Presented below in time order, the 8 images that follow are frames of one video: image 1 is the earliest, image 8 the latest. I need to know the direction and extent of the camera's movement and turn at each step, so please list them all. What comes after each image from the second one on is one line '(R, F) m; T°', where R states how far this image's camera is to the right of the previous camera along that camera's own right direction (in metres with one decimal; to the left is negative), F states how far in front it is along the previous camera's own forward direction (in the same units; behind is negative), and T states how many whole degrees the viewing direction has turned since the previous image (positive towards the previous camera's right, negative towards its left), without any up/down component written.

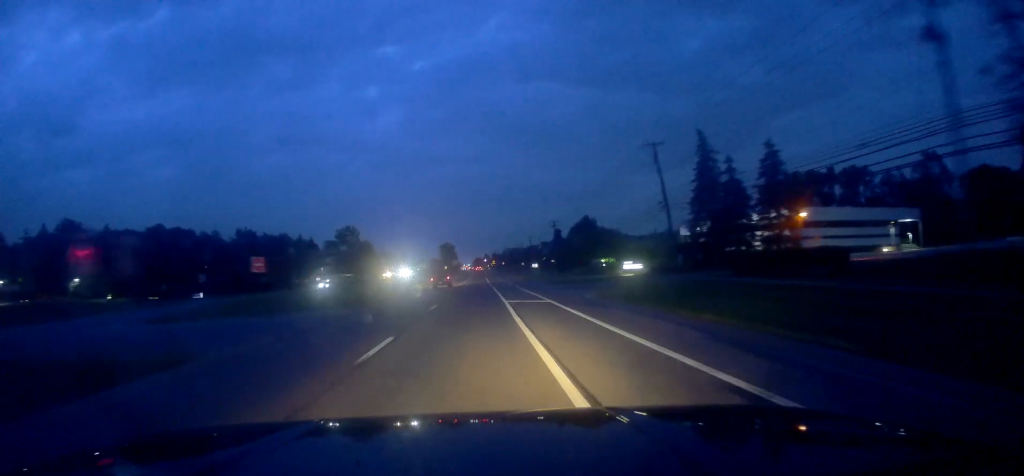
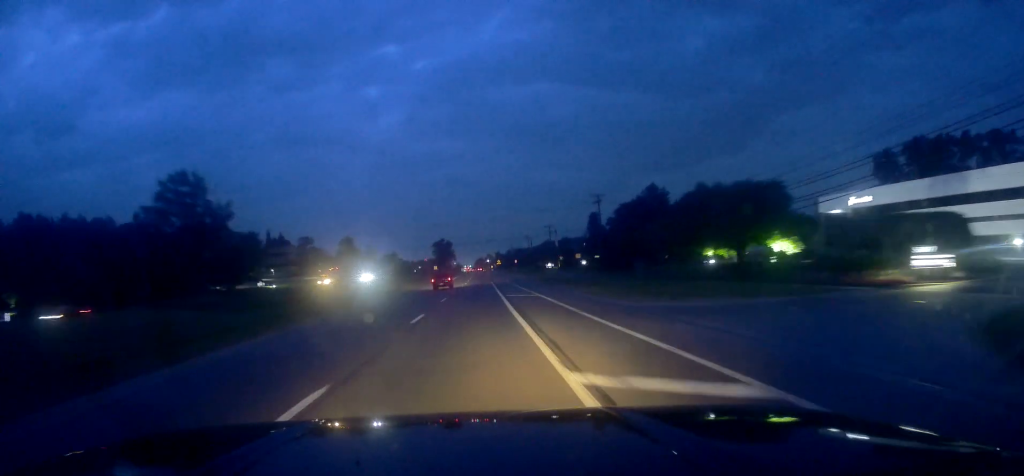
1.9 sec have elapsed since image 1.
(0.0, +53.3) m; 0°
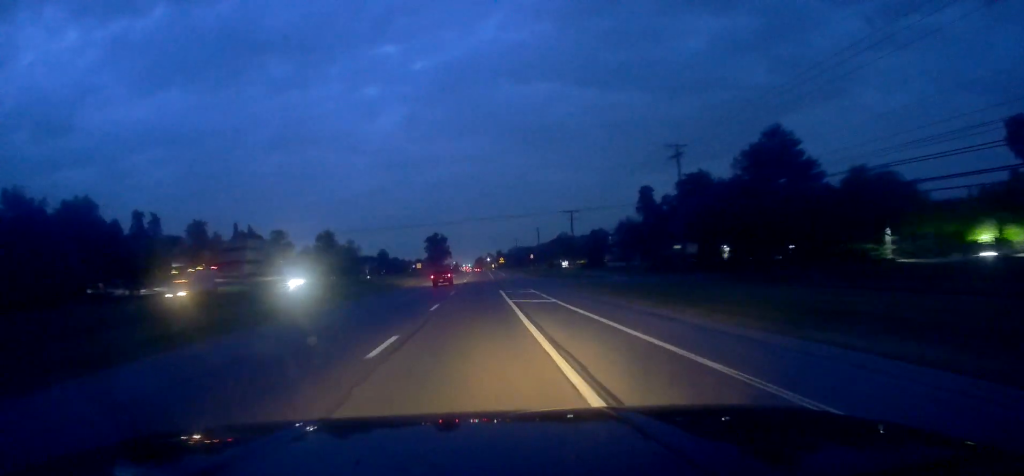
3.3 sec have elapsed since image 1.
(-0.6, +38.1) m; 0°
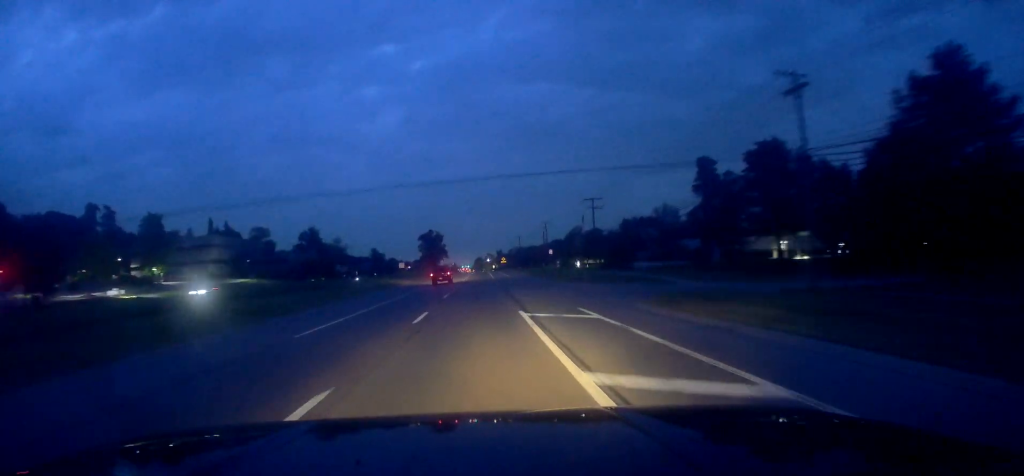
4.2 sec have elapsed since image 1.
(+0.1, +22.6) m; 0°
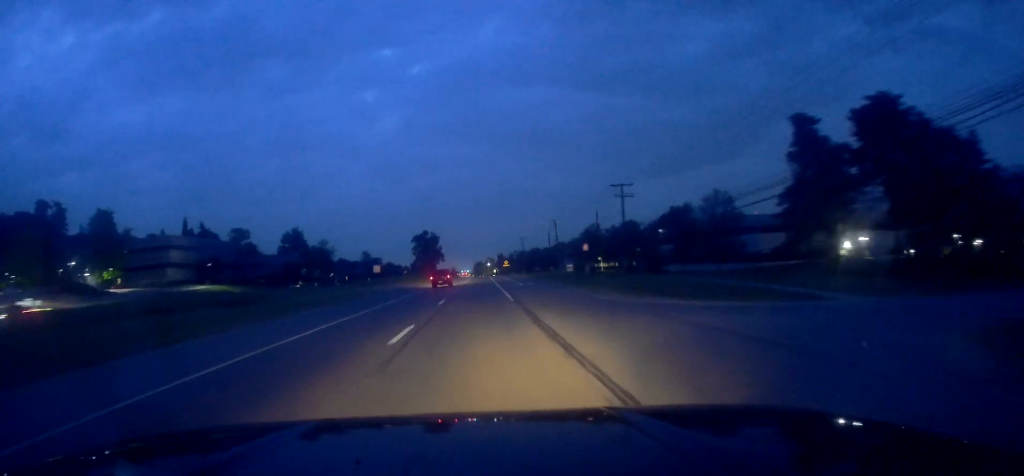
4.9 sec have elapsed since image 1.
(+0.3, +20.0) m; 0°
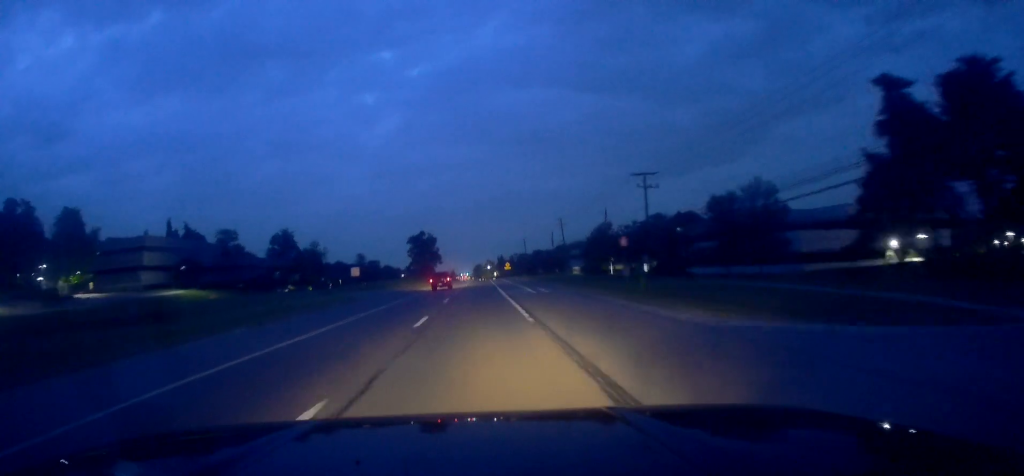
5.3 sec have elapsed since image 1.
(-0.2, +11.0) m; 0°
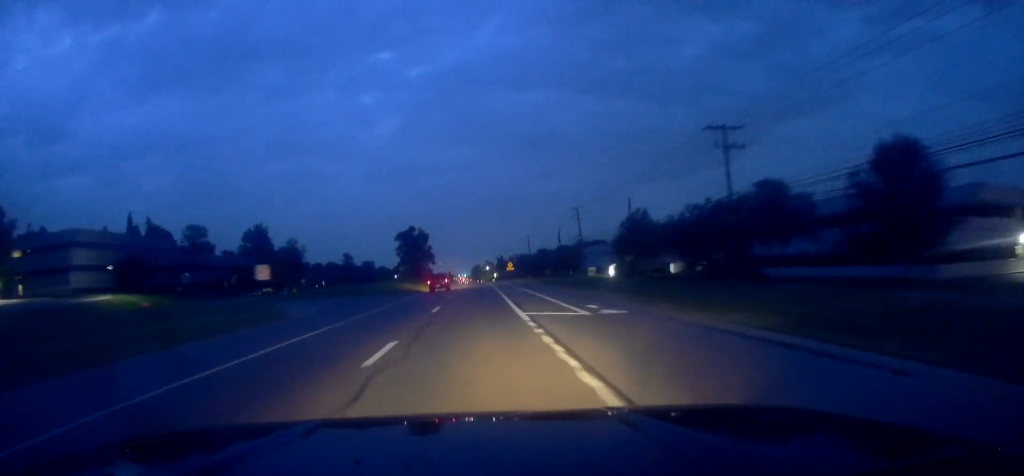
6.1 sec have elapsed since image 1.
(-0.1, +22.9) m; 0°
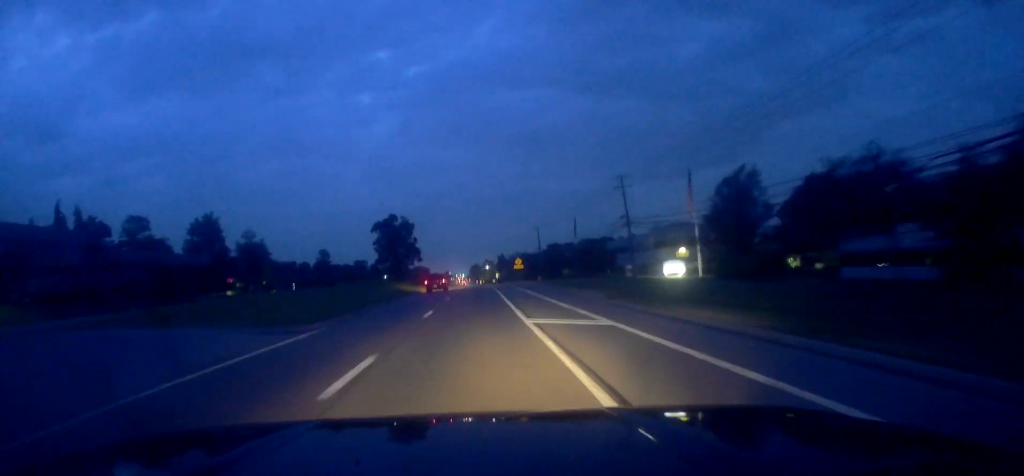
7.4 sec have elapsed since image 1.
(+0.1, +34.6) m; +1°
